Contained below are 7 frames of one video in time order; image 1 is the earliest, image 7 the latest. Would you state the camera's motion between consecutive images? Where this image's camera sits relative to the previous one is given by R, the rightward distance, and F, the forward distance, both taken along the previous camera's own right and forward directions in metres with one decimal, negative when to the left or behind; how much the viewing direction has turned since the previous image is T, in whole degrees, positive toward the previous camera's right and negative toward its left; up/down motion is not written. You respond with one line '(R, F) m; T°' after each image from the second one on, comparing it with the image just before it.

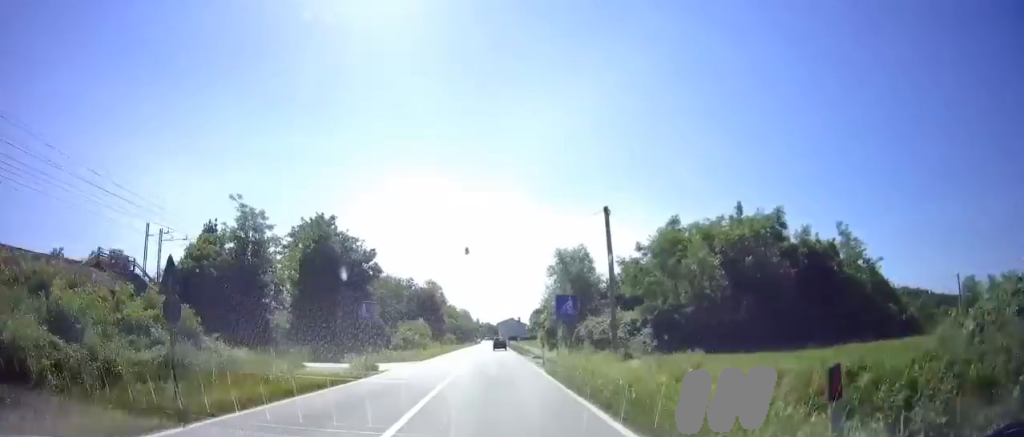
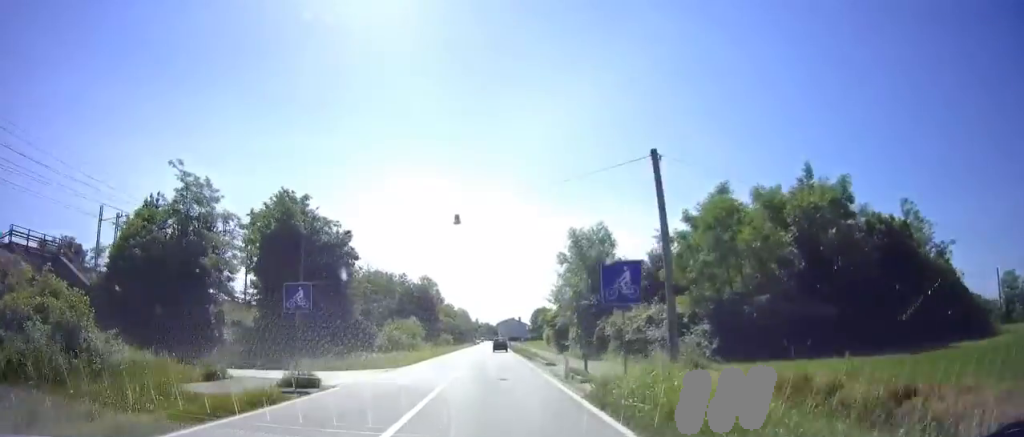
(+0.1, +7.4) m; 0°
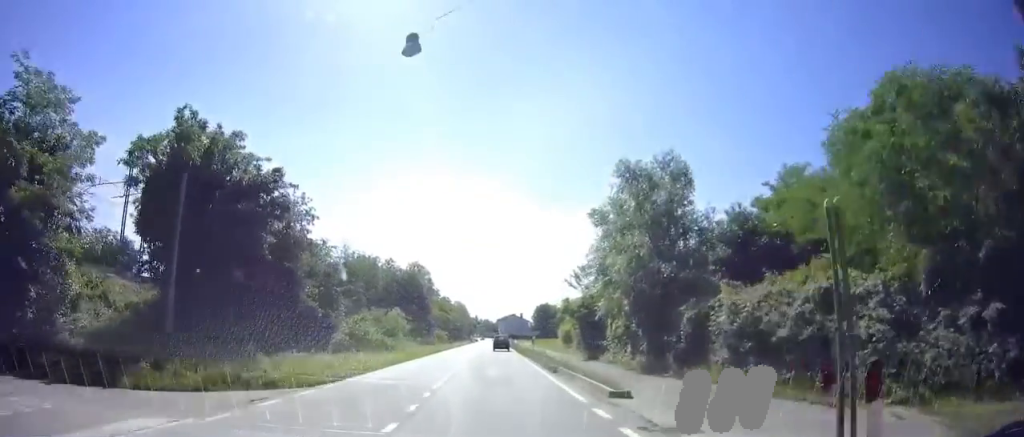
(0.0, +13.3) m; 0°
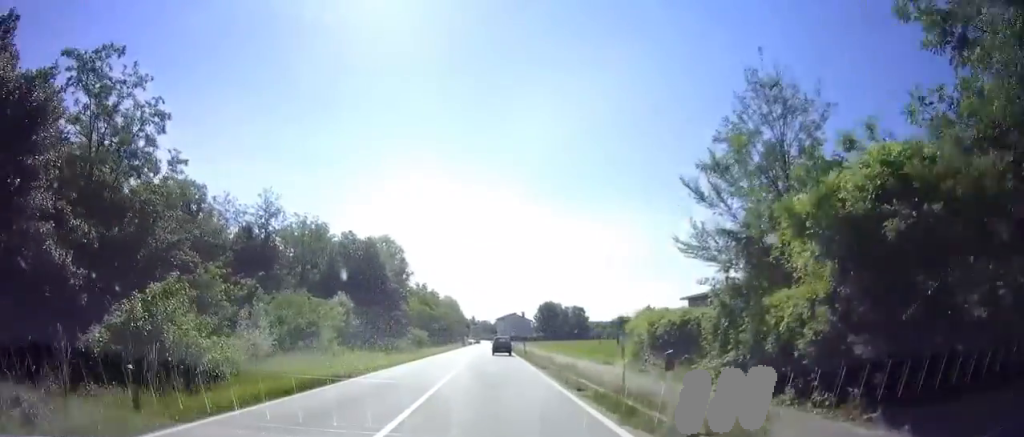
(0.0, +23.7) m; 0°
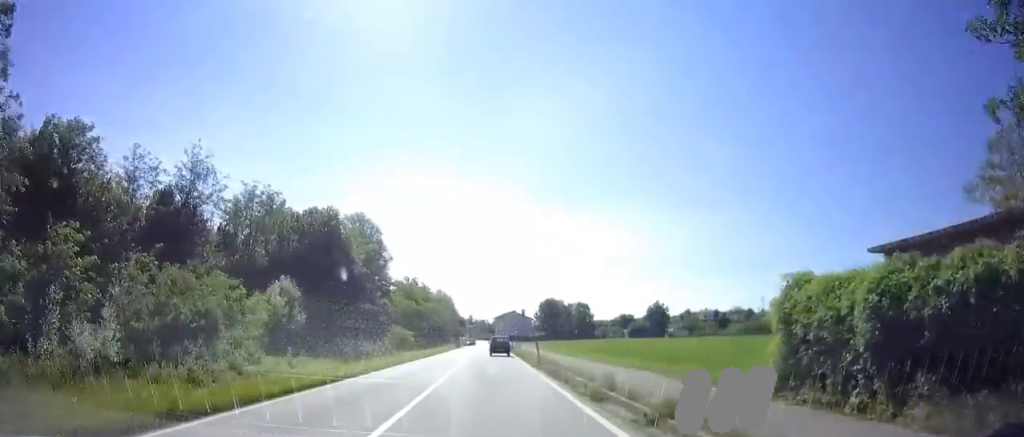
(-0.2, +11.7) m; 0°
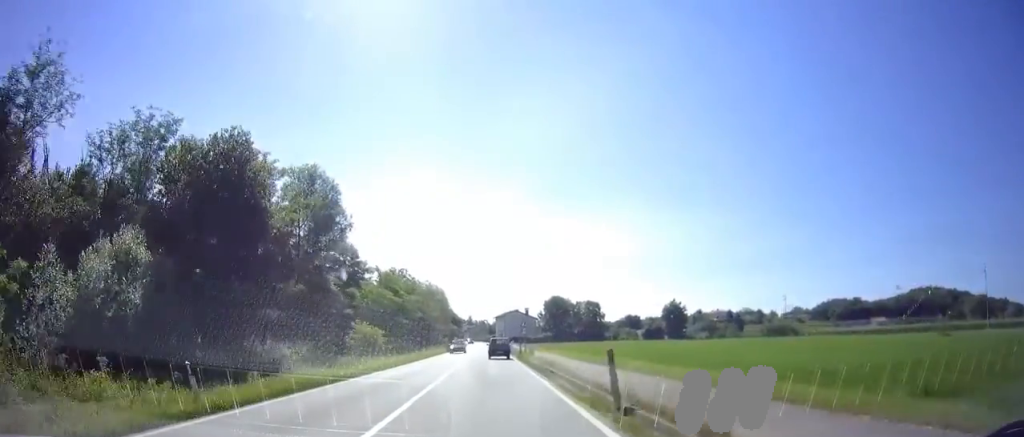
(+0.3, +15.8) m; 0°
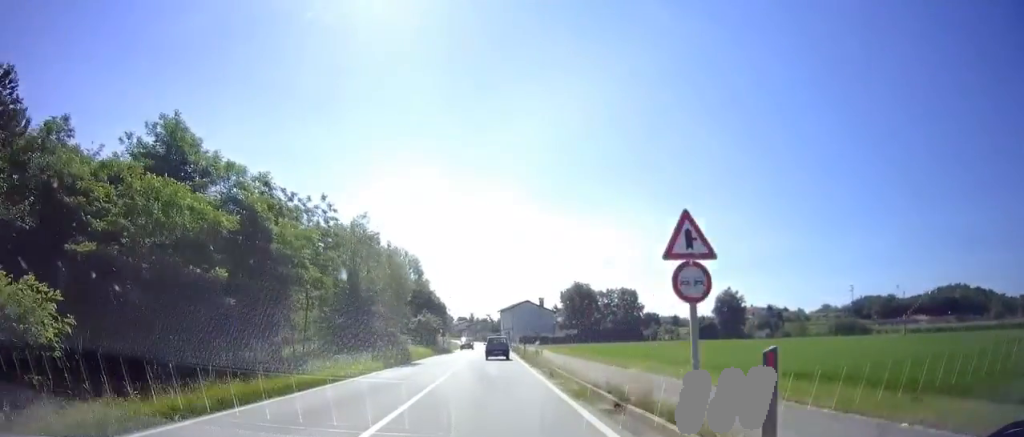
(-0.6, +35.4) m; -1°
